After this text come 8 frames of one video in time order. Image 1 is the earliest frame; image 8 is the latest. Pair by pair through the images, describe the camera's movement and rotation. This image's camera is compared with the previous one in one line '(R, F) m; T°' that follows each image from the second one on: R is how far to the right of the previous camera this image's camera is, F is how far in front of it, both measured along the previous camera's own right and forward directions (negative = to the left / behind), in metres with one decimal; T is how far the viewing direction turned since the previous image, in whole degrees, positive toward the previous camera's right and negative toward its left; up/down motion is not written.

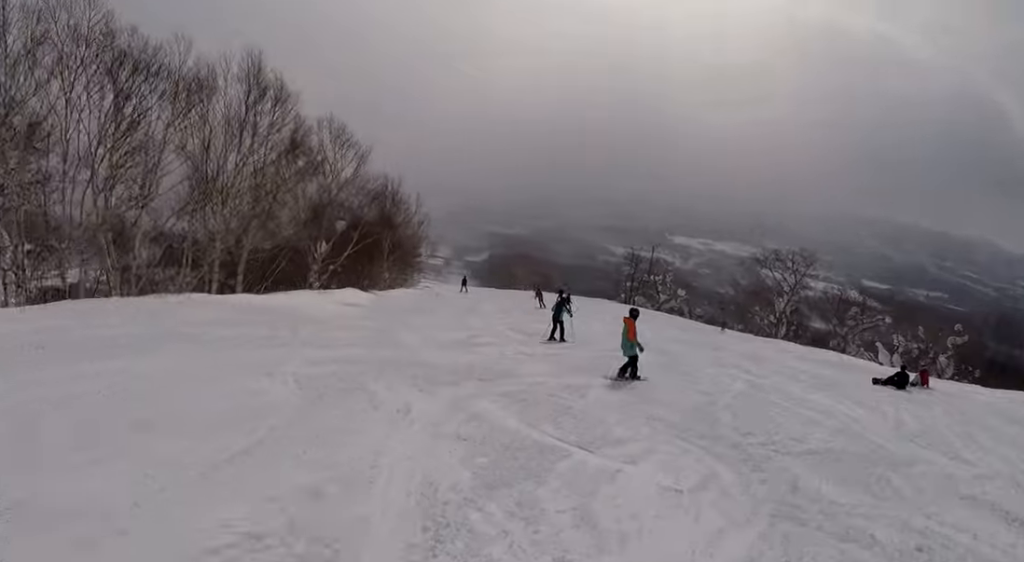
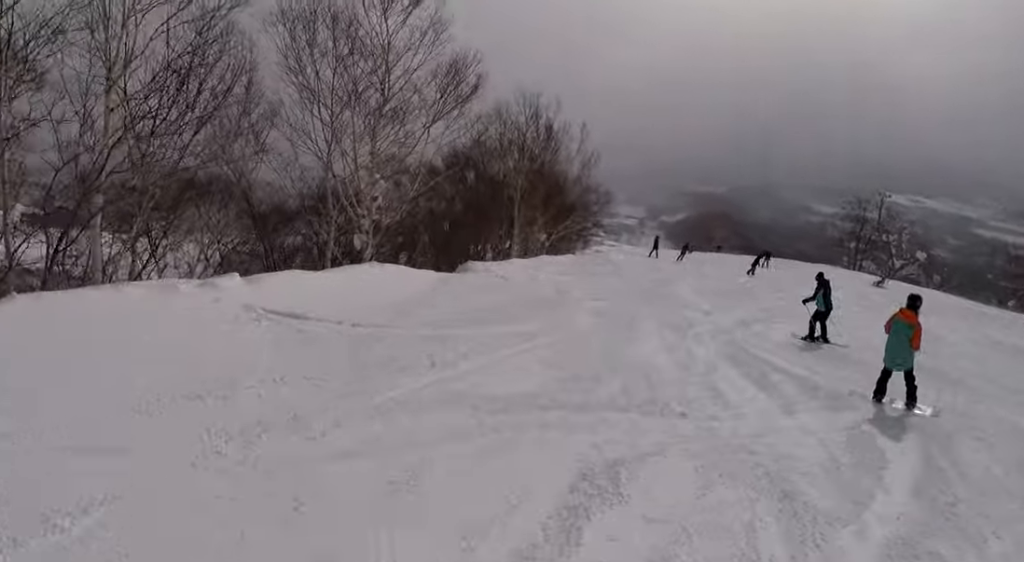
(-4.1, +13.5) m; -16°
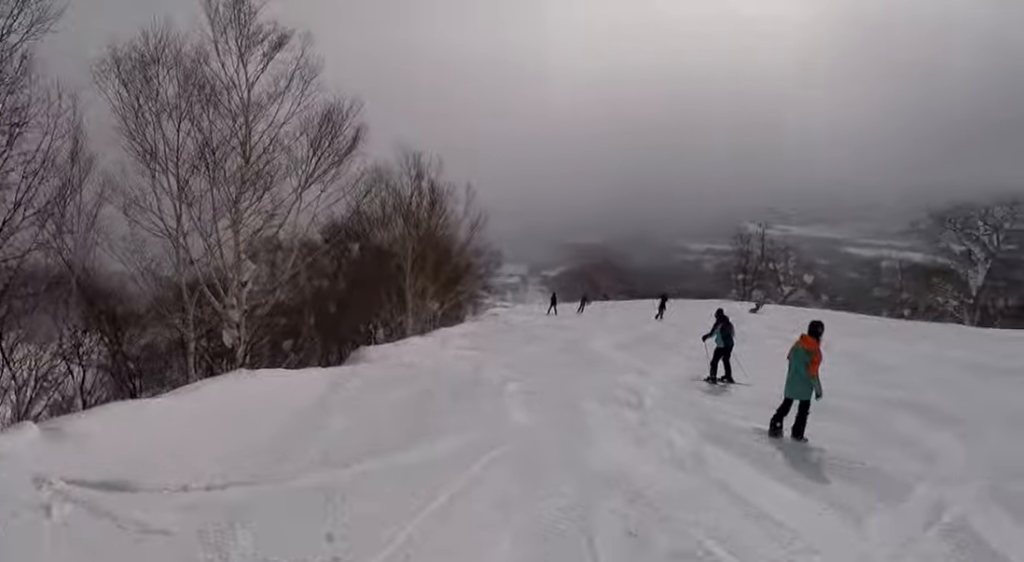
(-0.4, +3.0) m; +6°
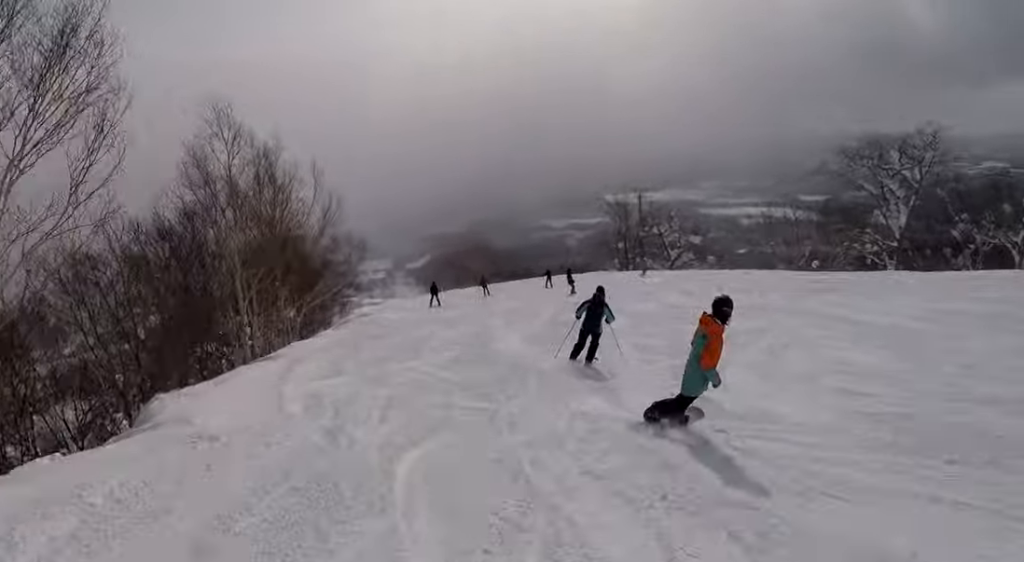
(+1.4, +6.5) m; +12°
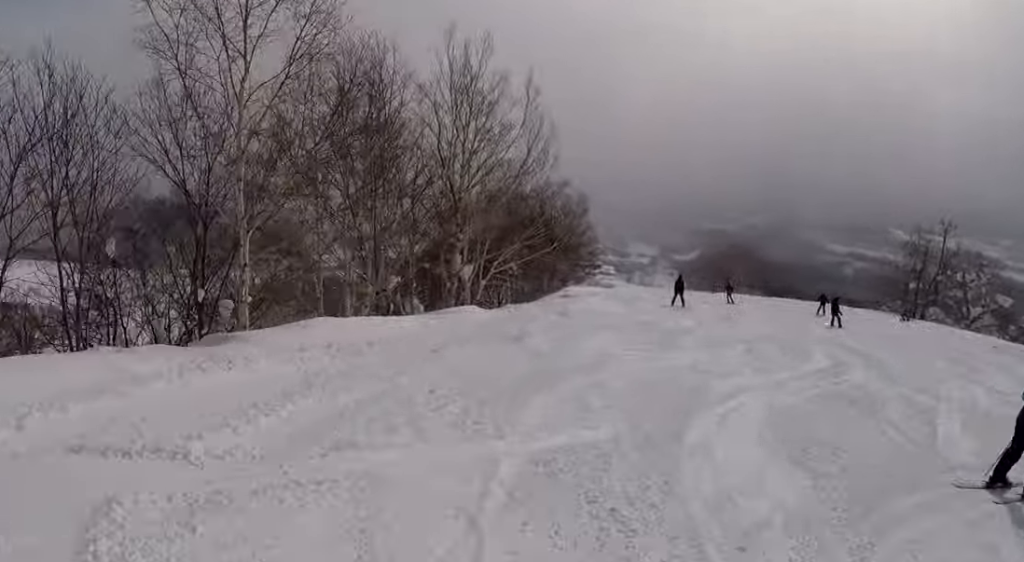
(+0.5, +9.4) m; -9°
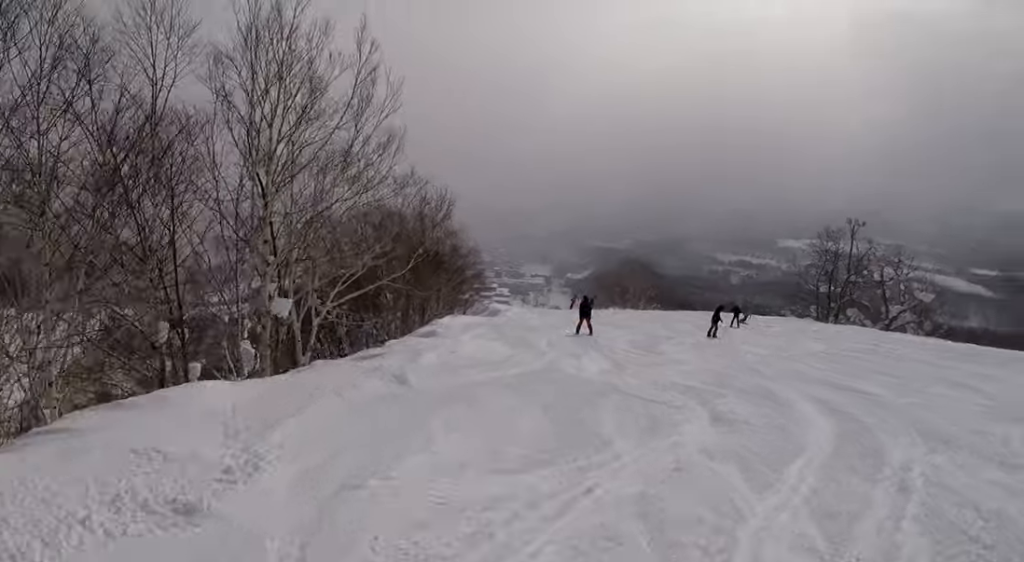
(-1.5, +7.2) m; +6°
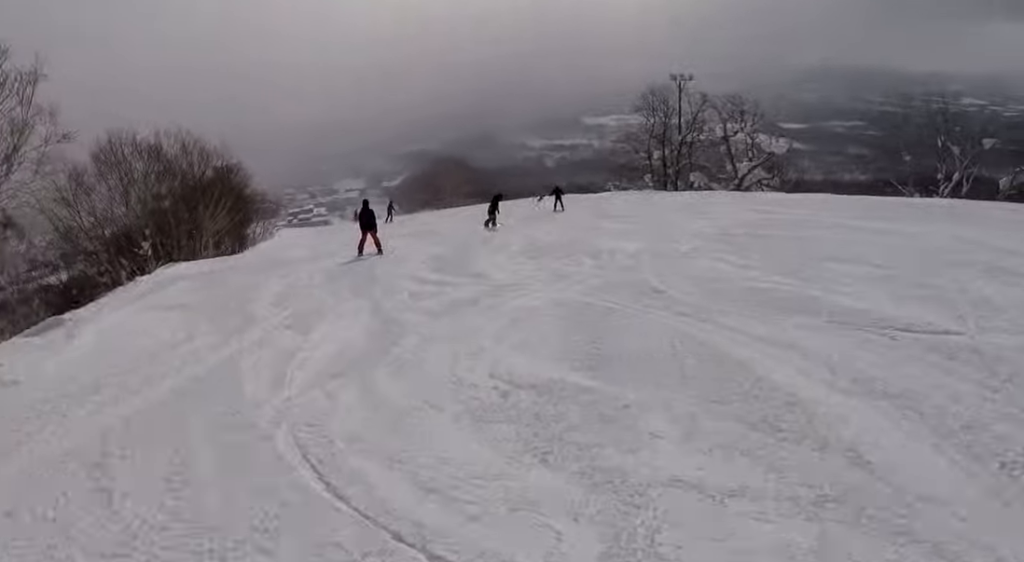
(+2.4, +8.7) m; +7°
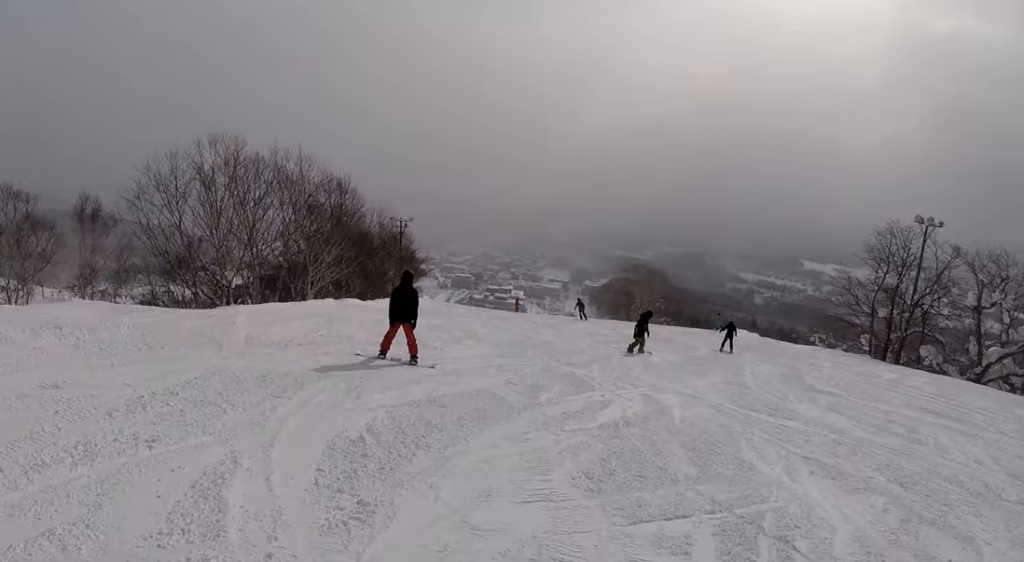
(-1.6, +9.2) m; -19°
